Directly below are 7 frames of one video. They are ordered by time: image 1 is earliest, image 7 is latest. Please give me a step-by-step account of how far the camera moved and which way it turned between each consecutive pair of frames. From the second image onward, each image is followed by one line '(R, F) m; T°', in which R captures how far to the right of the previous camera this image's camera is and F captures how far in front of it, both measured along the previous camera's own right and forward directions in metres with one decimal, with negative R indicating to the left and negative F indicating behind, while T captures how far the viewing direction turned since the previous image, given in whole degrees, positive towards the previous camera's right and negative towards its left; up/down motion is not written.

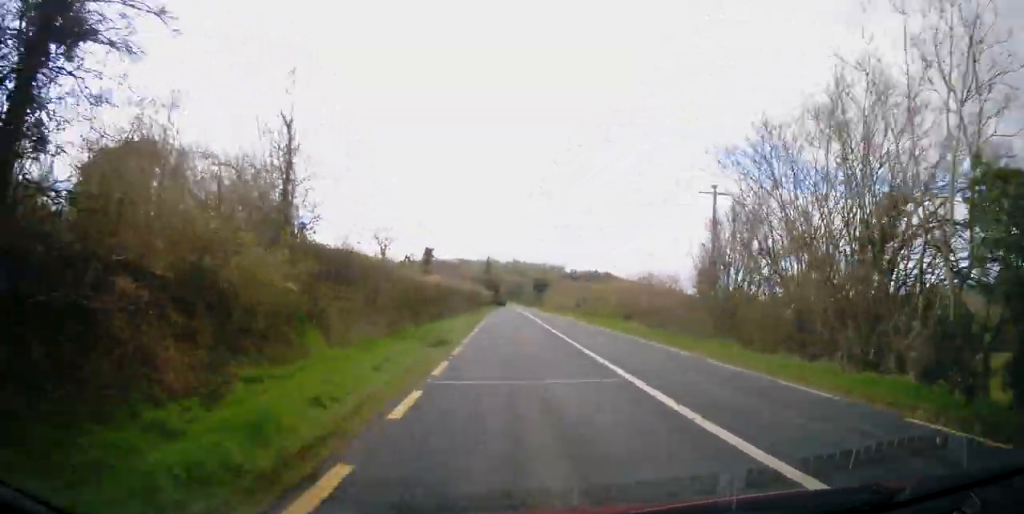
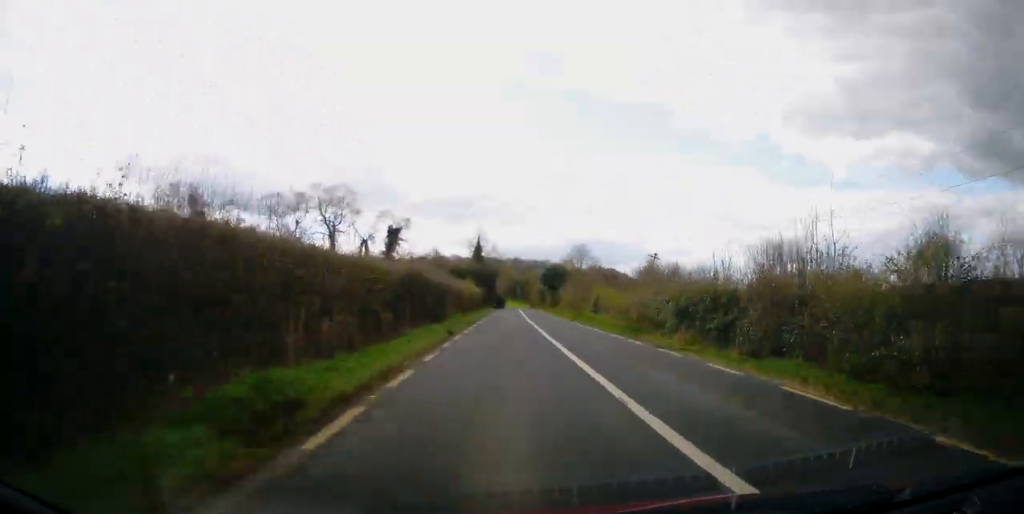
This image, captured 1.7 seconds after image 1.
(0.0, +36.7) m; 0°
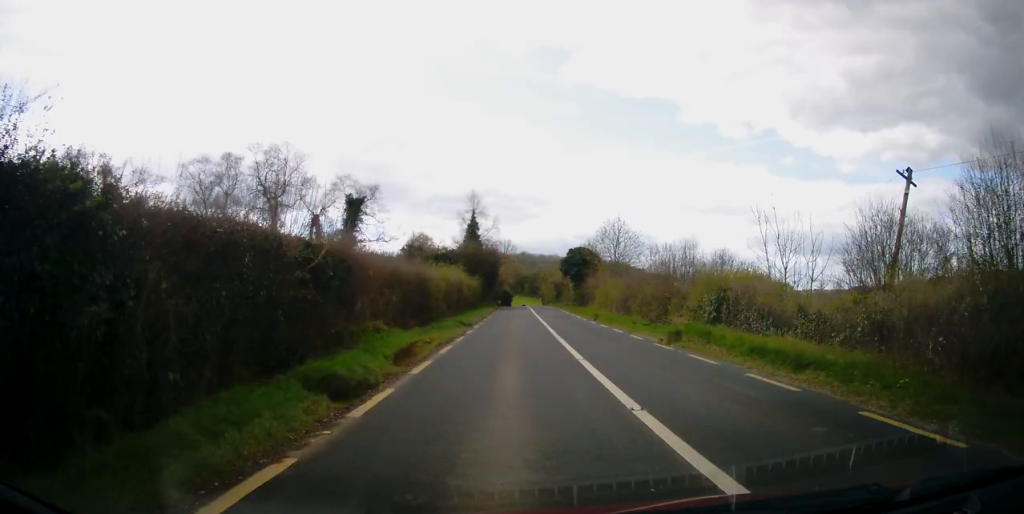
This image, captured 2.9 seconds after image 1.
(-0.2, +26.3) m; -1°
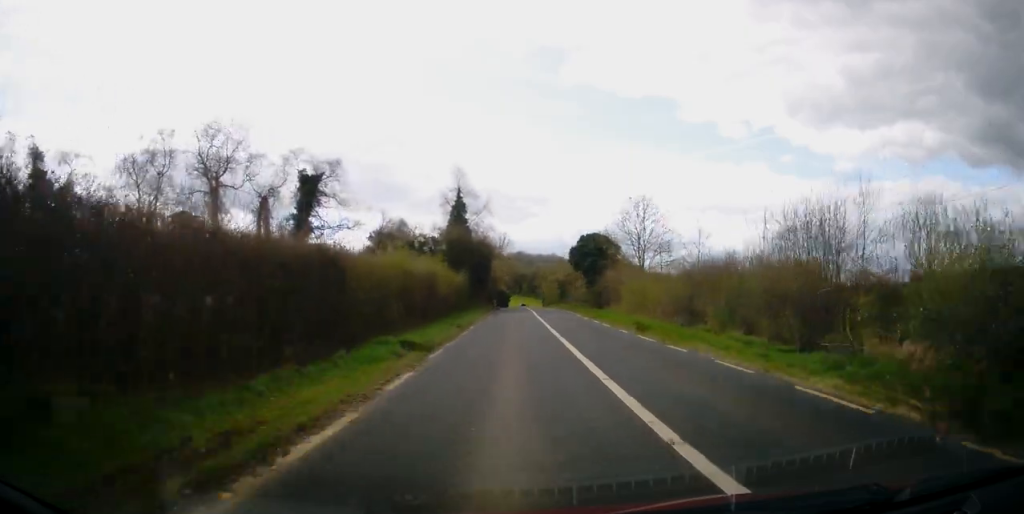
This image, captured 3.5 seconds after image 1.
(-0.1, +13.8) m; 0°
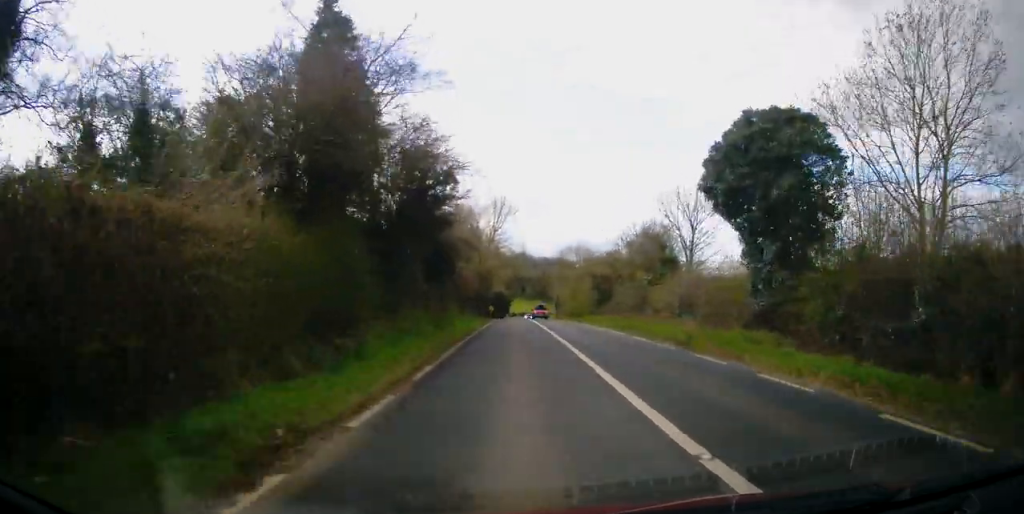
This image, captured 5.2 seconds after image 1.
(+0.6, +37.7) m; 0°
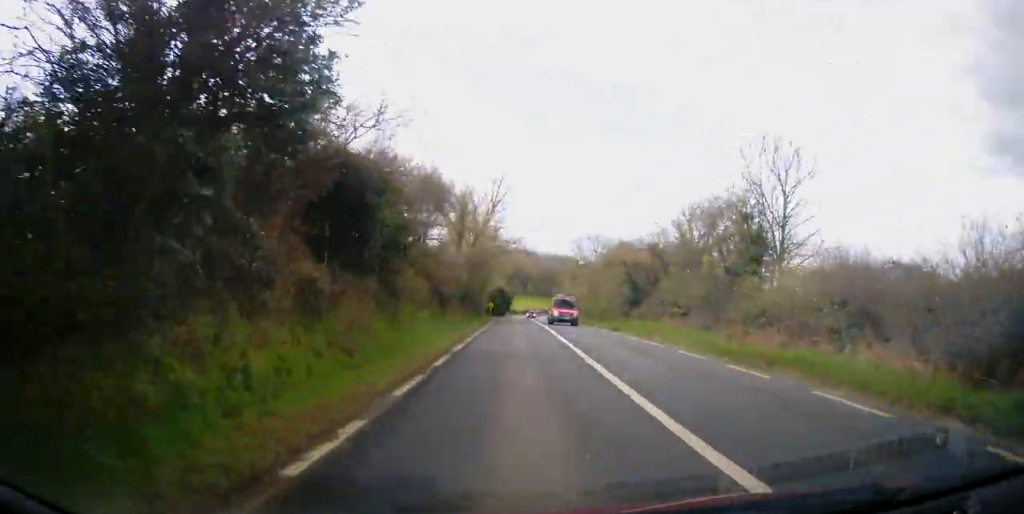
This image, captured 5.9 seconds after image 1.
(-0.4, +13.9) m; -1°
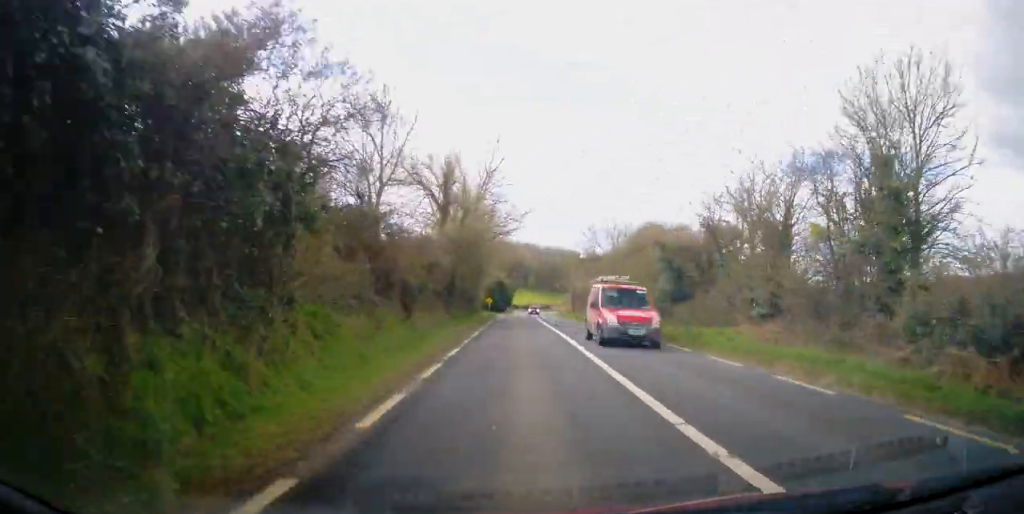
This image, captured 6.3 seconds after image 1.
(-0.3, +10.2) m; -1°
